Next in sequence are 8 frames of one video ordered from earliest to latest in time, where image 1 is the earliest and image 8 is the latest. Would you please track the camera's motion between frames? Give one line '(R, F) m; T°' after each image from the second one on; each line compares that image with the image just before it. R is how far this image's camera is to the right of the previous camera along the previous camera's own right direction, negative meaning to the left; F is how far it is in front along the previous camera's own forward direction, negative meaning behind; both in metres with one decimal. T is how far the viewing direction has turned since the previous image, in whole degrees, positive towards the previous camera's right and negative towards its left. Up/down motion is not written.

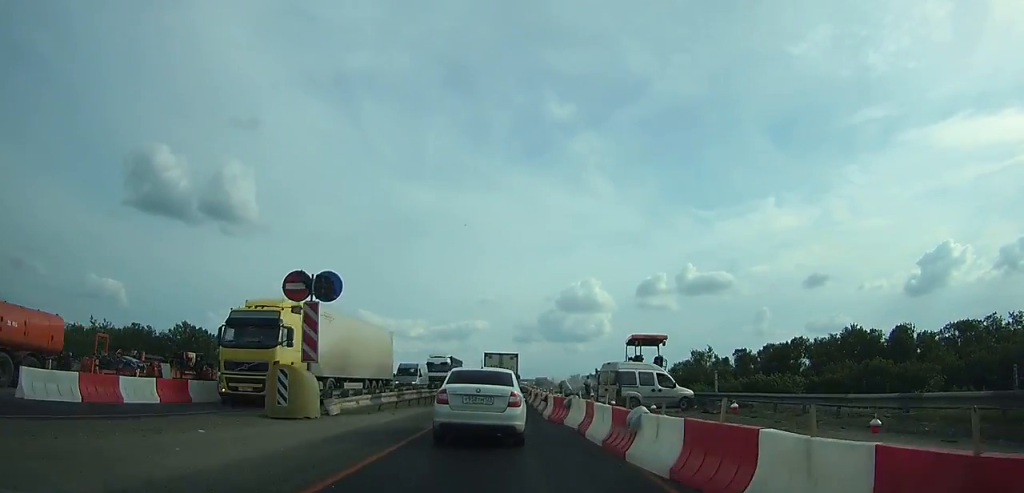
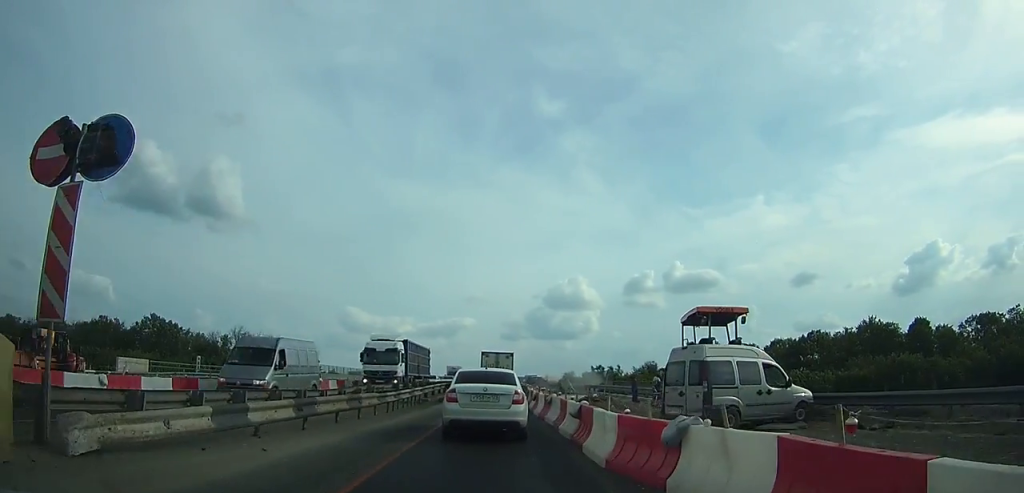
(-0.1, +9.5) m; 0°
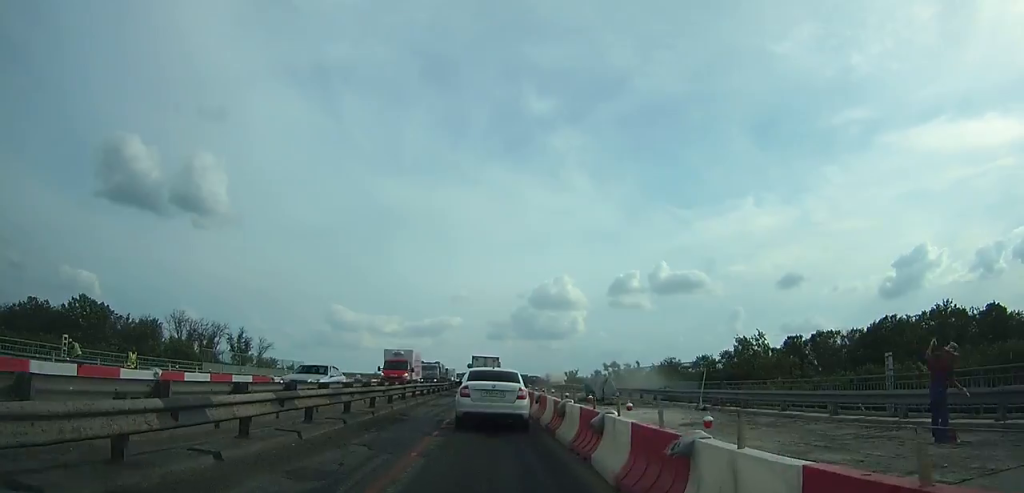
(+0.4, +22.3) m; +2°
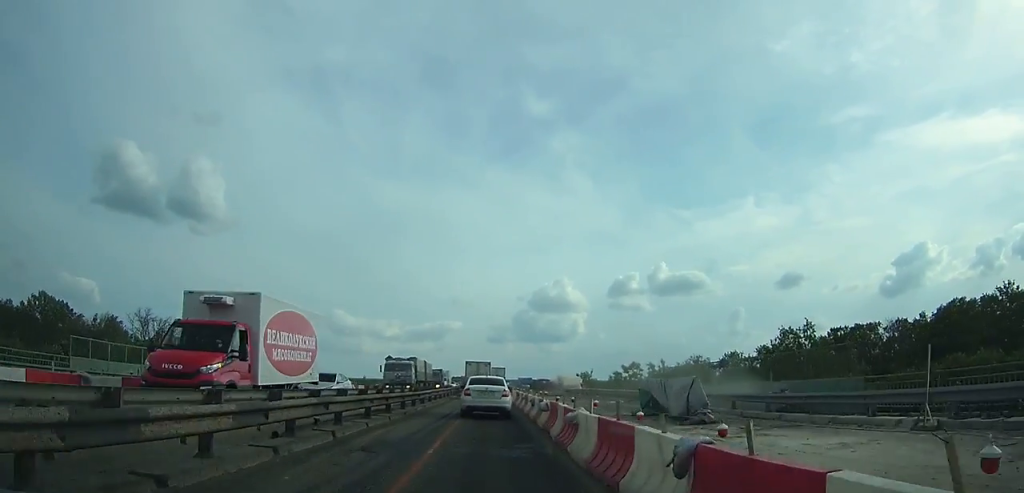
(+0.1, +14.1) m; 0°
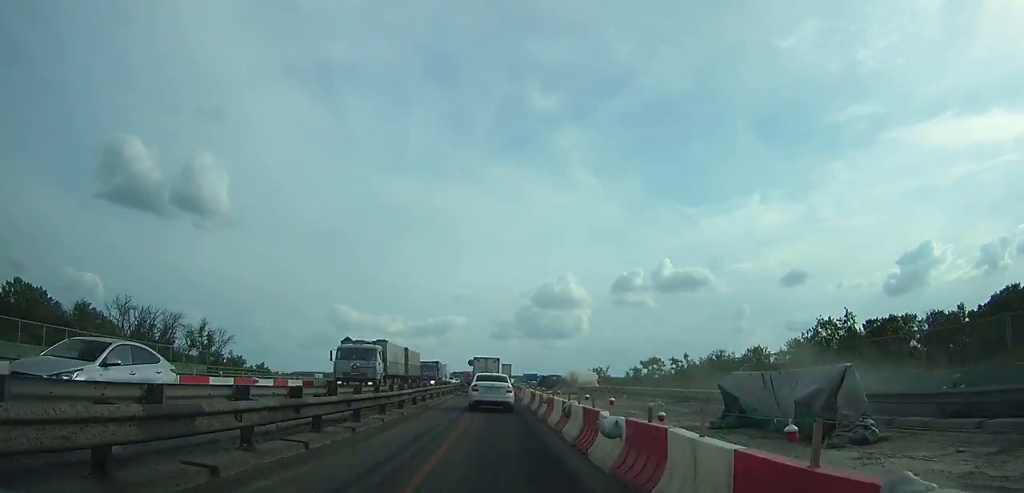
(0.0, +7.8) m; 0°
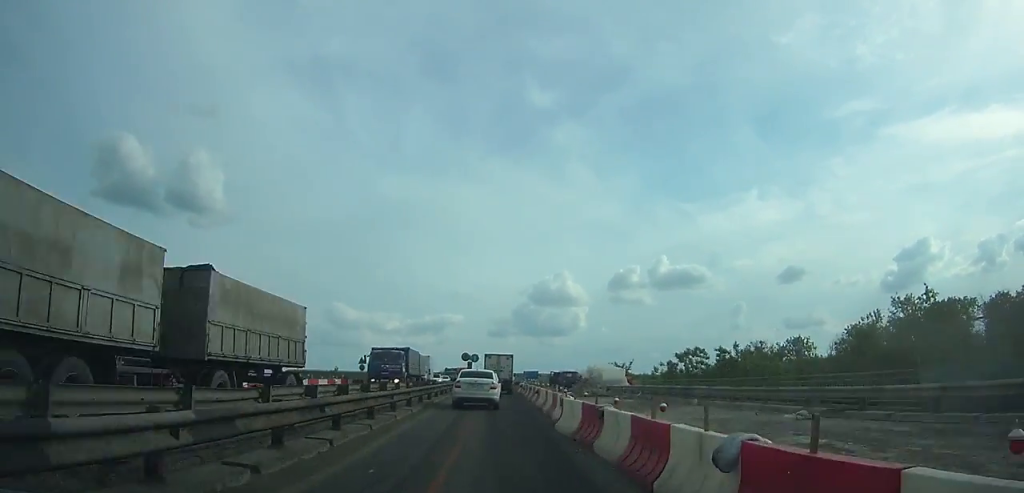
(0.0, +13.1) m; 0°
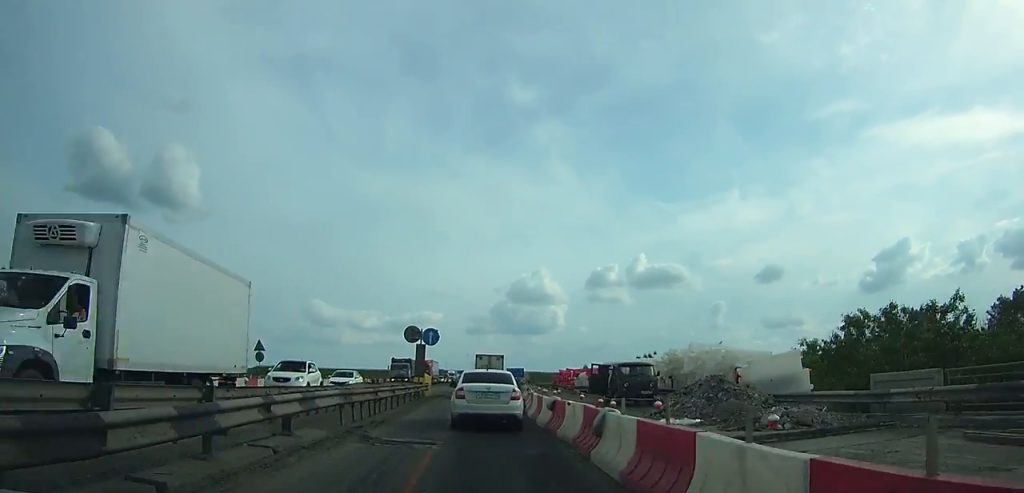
(-0.2, +30.9) m; 0°
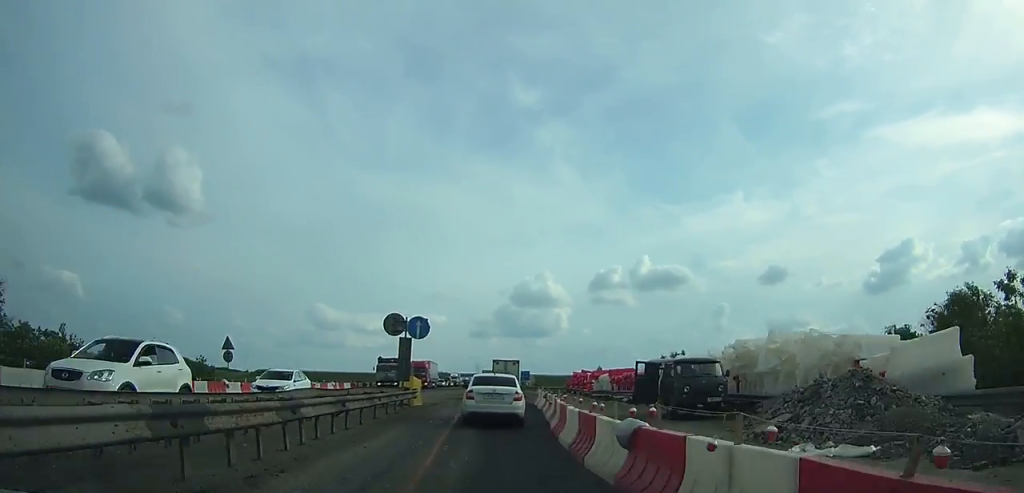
(0.0, +8.8) m; 0°
